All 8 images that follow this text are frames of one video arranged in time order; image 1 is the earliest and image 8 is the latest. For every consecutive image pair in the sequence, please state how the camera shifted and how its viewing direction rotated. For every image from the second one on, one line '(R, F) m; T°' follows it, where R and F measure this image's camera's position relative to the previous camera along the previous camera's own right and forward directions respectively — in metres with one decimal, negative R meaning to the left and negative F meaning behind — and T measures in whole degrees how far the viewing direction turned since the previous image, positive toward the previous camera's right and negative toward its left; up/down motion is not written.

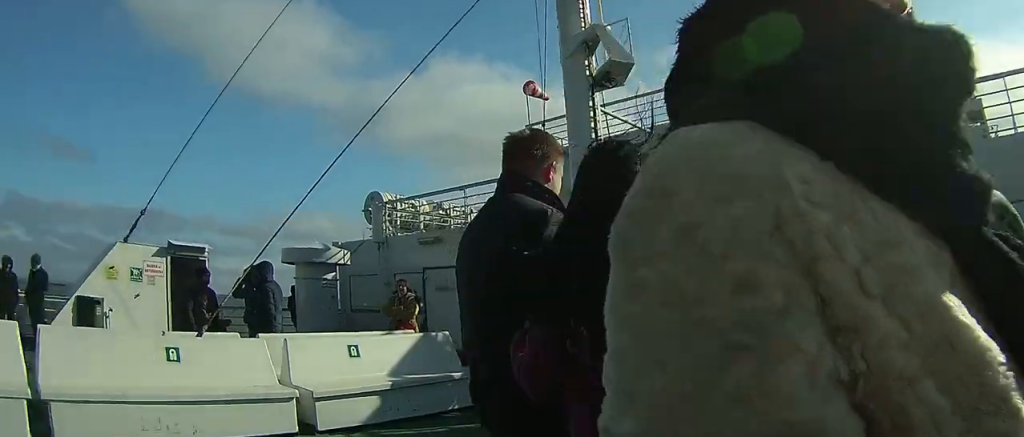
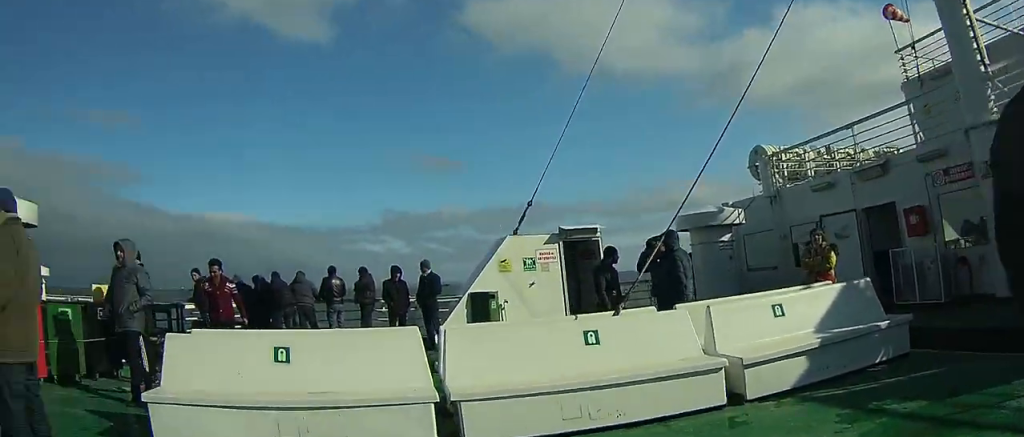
(-0.1, +2.9) m; 0°
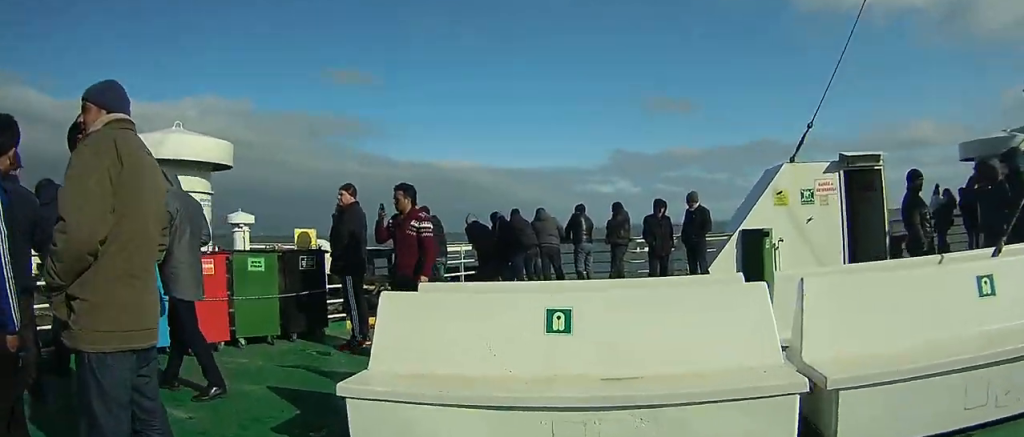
(+0.4, +8.3) m; +1°
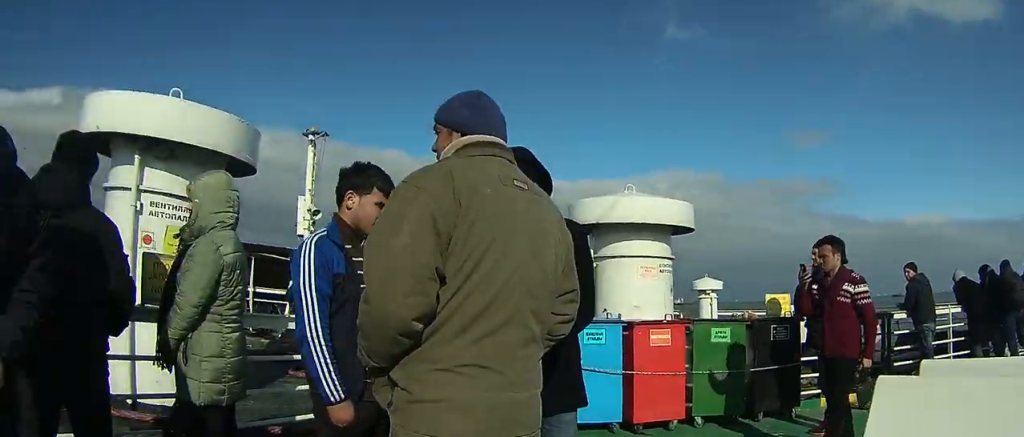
(-0.3, +5.4) m; -4°
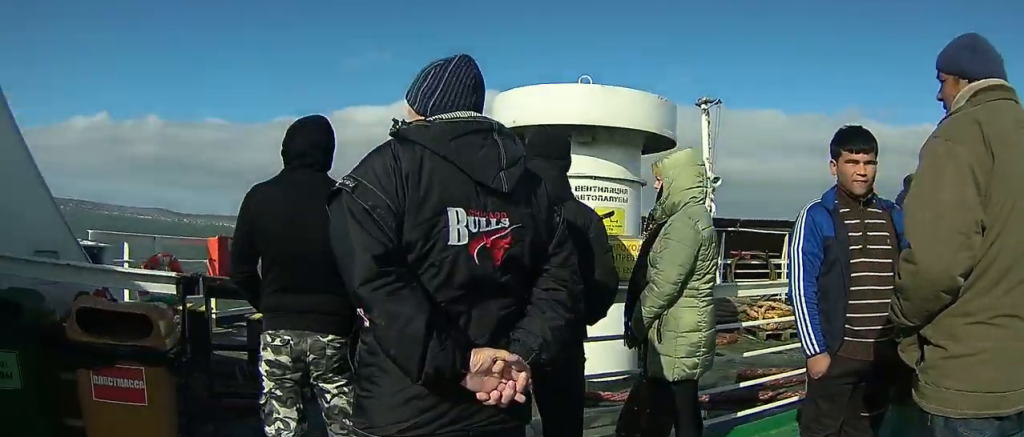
(-0.1, +2.8) m; 0°
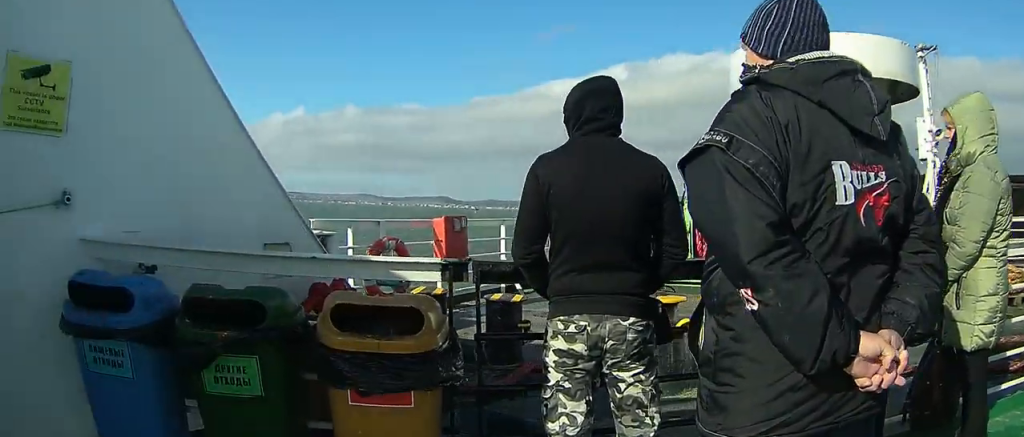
(0.0, +2.4) m; 0°
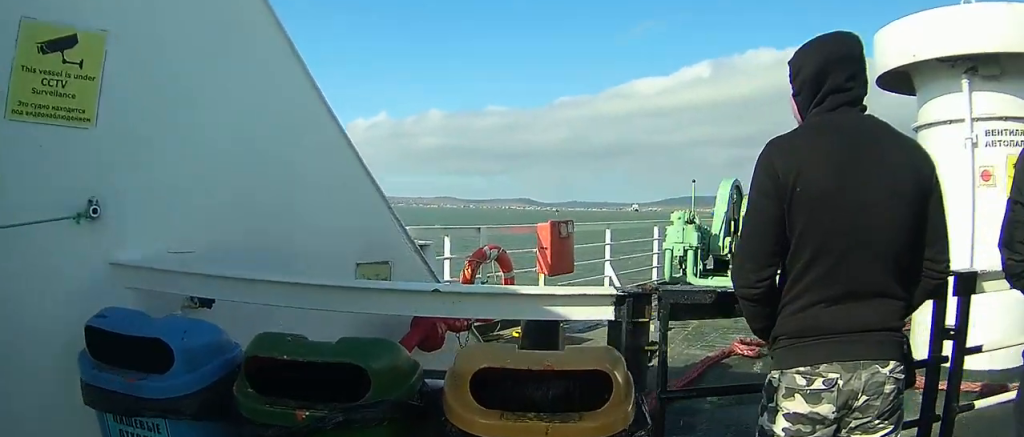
(0.0, +3.8) m; +1°
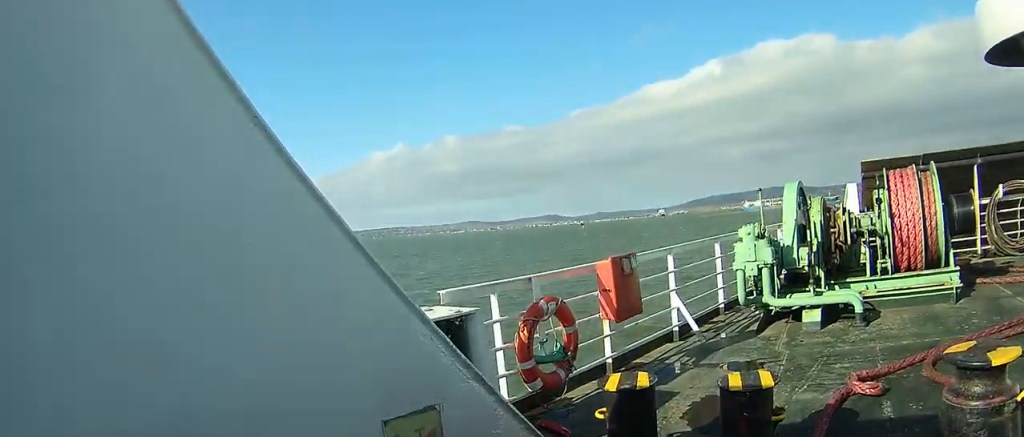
(0.0, +6.4) m; -1°
